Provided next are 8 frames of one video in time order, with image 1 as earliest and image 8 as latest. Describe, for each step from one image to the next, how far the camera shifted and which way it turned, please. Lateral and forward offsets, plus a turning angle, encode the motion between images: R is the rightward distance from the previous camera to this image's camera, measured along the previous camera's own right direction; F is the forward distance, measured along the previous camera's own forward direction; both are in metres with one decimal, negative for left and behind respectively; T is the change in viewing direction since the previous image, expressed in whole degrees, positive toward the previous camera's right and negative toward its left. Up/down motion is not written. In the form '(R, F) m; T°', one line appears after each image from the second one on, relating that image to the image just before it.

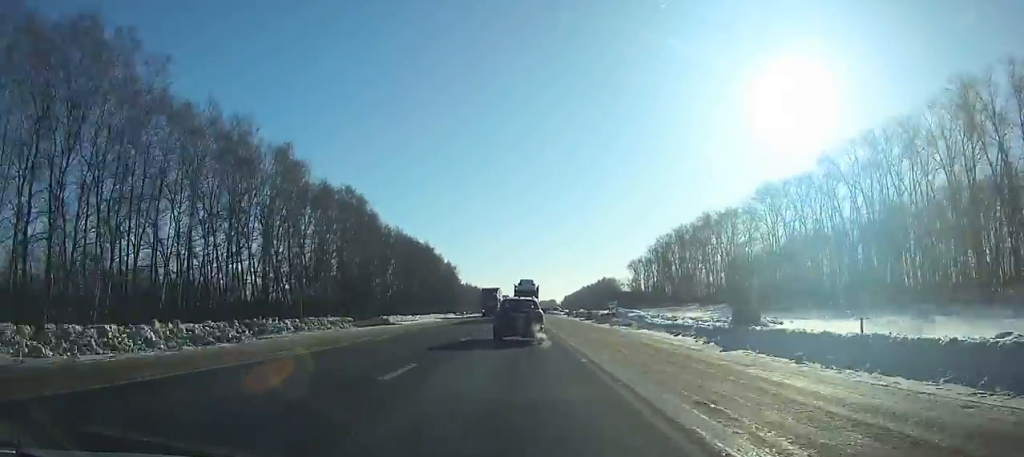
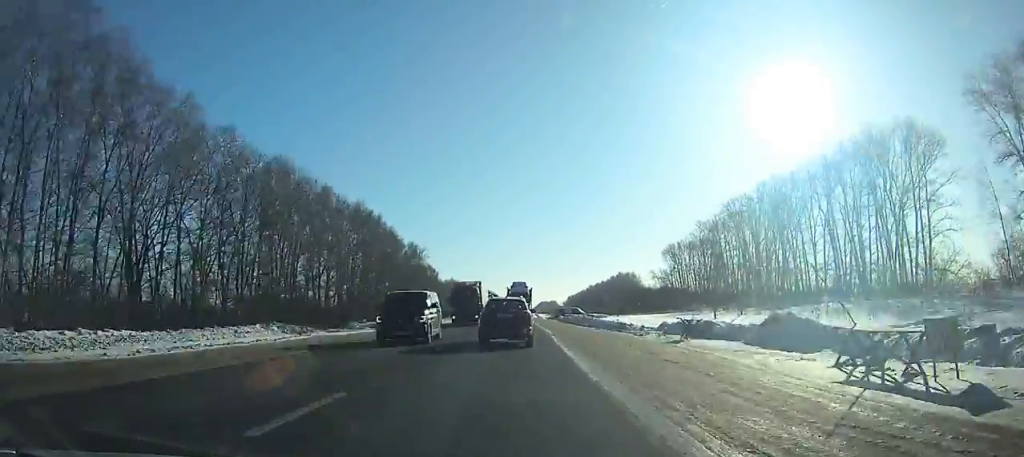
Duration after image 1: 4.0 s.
(-0.1, +76.5) m; 0°
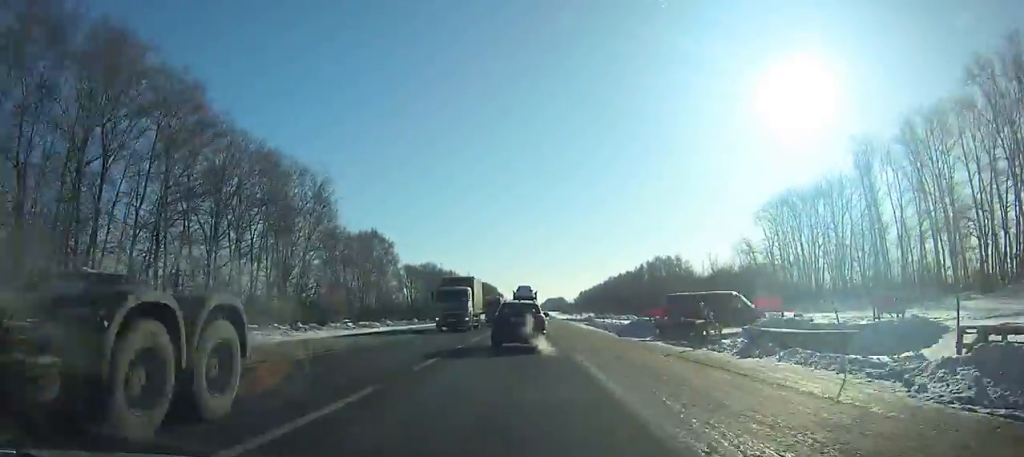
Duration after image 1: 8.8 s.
(-0.4, +90.0) m; 0°
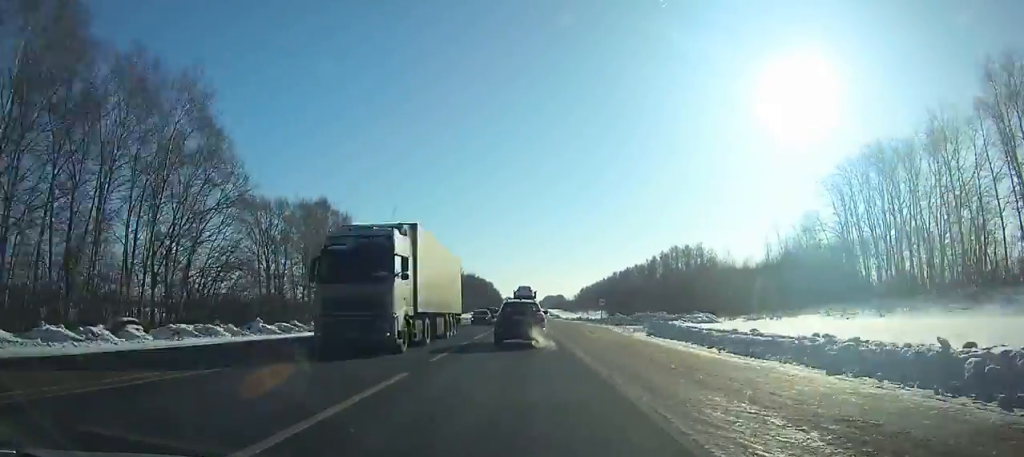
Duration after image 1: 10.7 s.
(0.0, +34.6) m; 0°
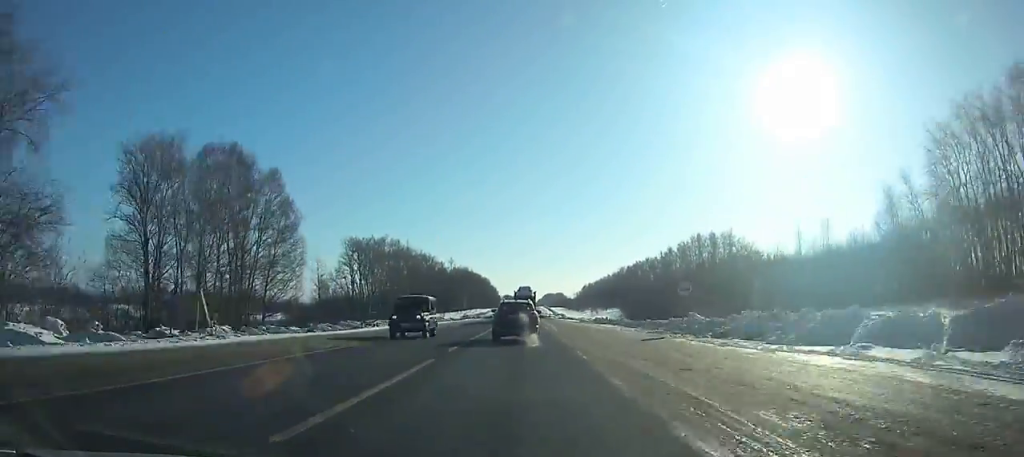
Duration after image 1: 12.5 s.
(-0.1, +33.8) m; 0°
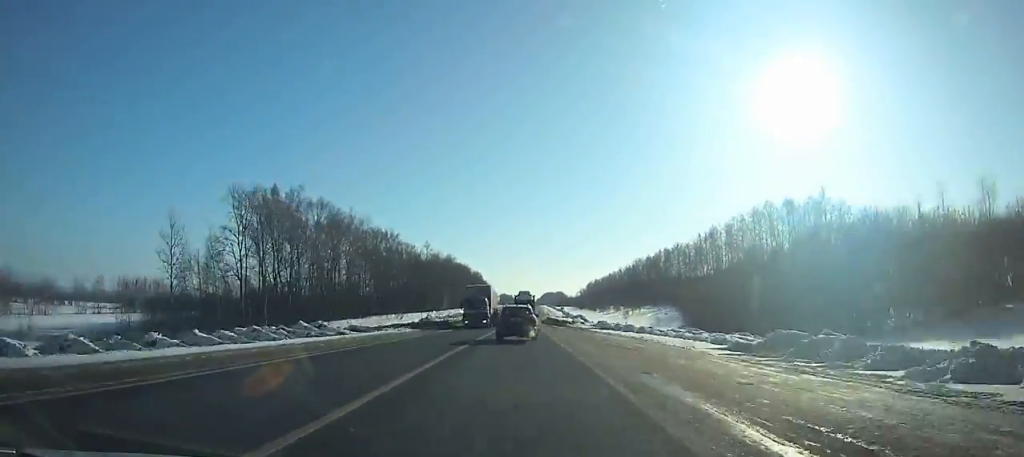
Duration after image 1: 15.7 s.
(+0.1, +63.7) m; 0°
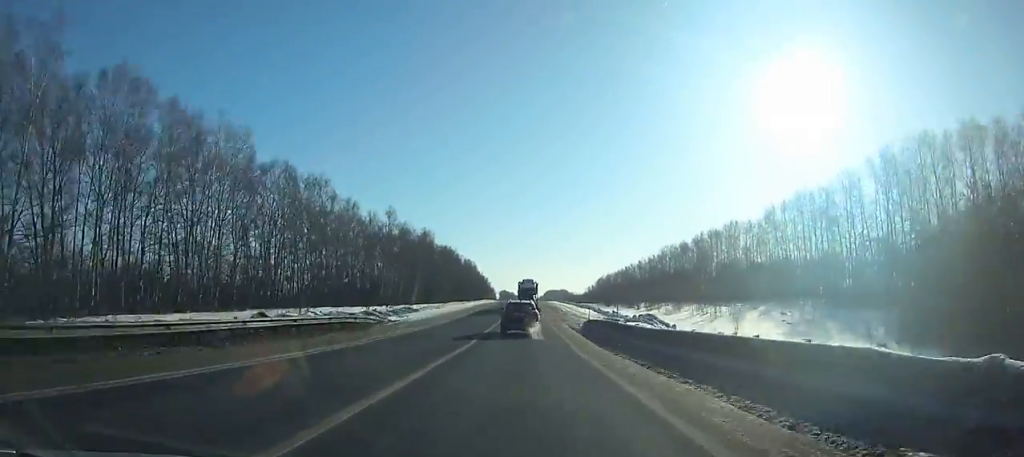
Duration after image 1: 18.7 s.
(+0.1, +64.3) m; 0°
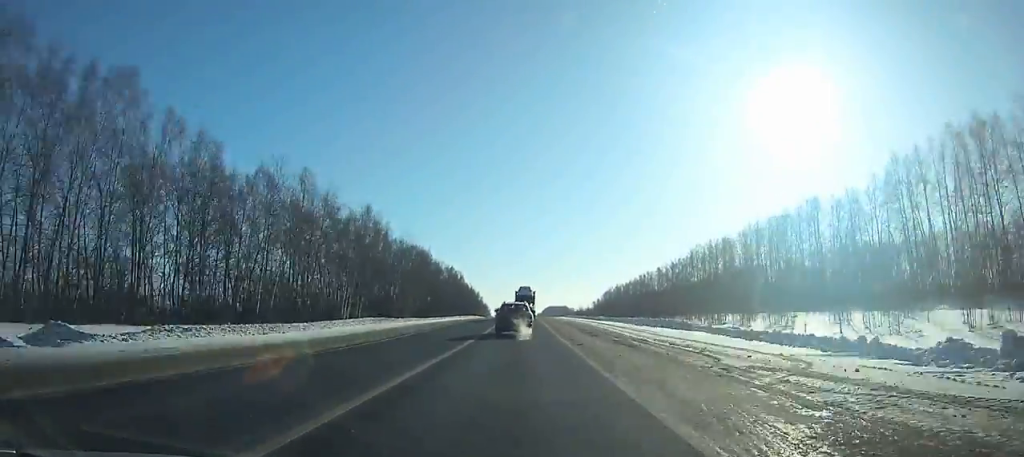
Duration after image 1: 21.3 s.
(0.0, +56.2) m; 0°
